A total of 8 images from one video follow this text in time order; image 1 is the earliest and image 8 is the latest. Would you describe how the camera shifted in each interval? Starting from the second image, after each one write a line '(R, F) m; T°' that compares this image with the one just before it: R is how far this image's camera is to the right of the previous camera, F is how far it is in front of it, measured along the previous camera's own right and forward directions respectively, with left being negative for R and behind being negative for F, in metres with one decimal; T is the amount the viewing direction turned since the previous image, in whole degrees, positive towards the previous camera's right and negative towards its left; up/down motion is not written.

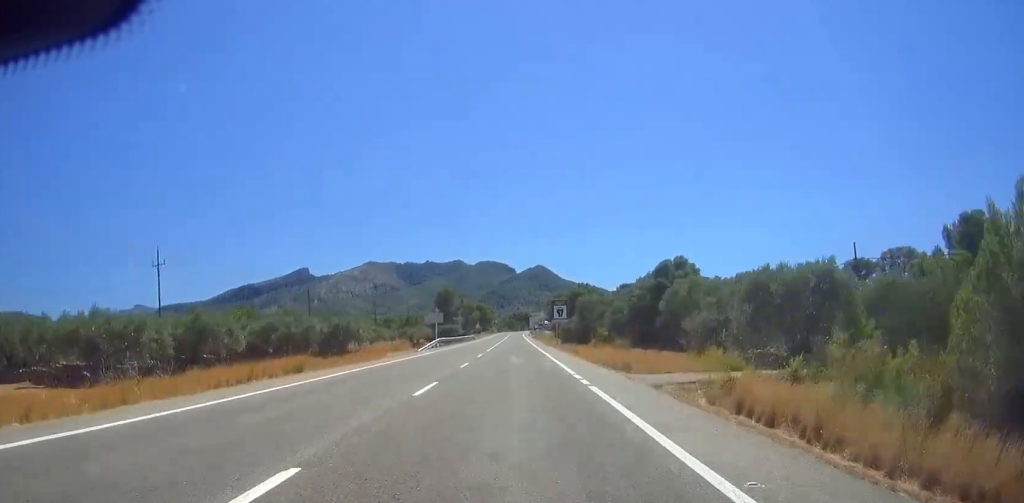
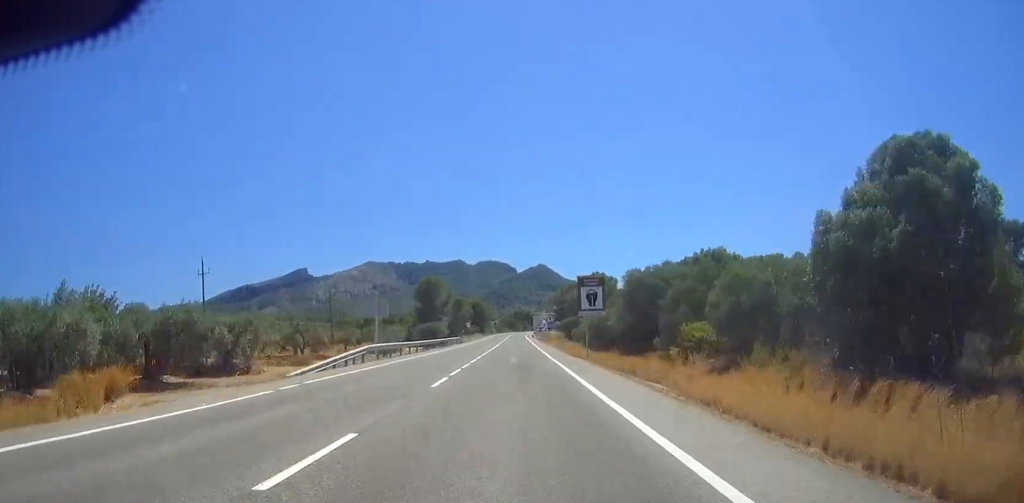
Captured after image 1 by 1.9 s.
(0.0, +34.5) m; 0°
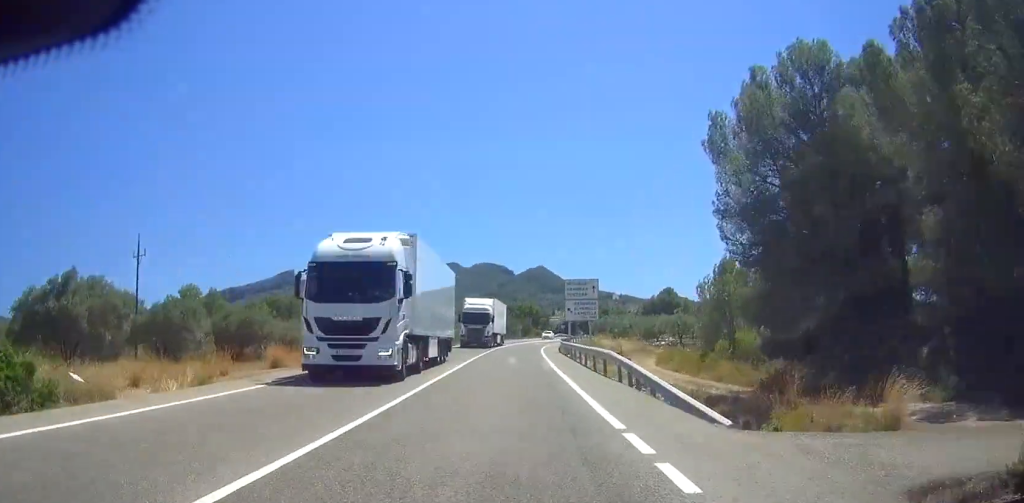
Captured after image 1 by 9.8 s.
(+0.5, +138.9) m; +2°
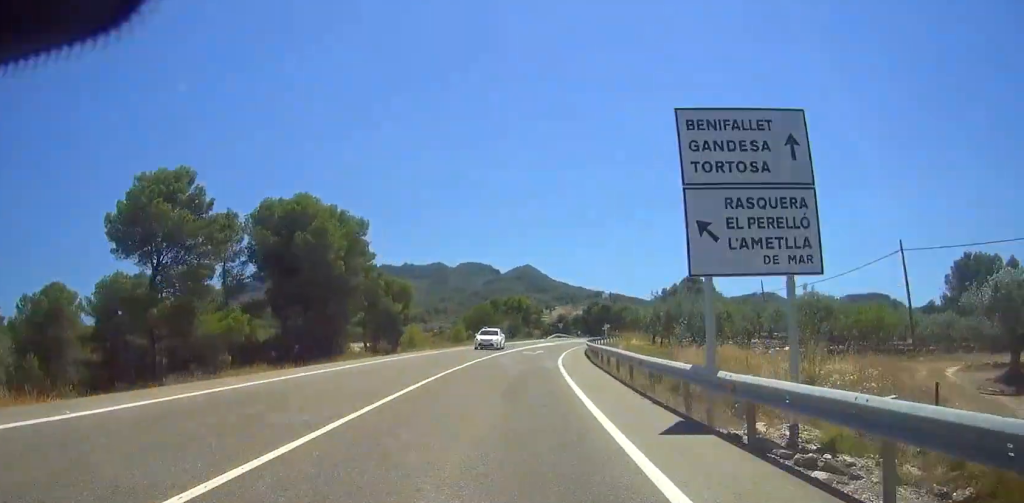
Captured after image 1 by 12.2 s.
(+0.4, +40.9) m; +3°
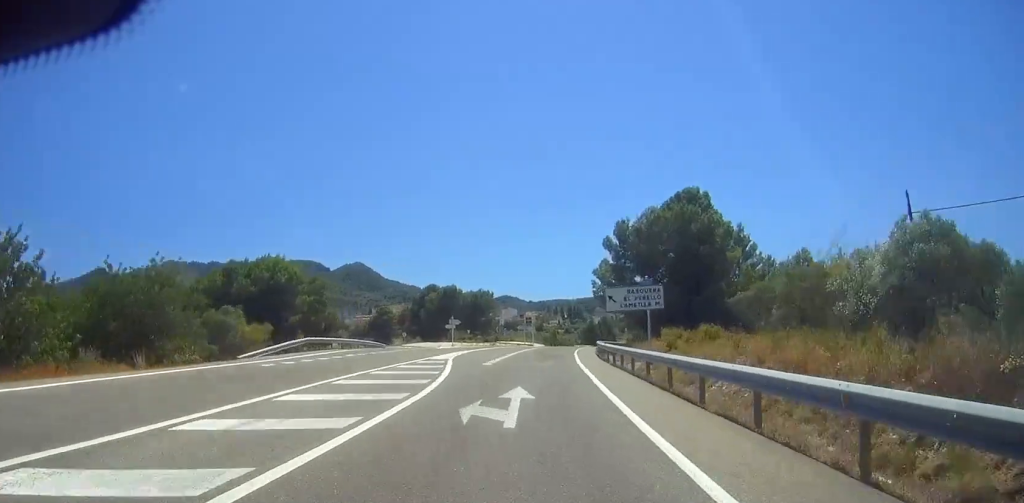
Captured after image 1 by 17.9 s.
(+7.4, +90.6) m; +9°
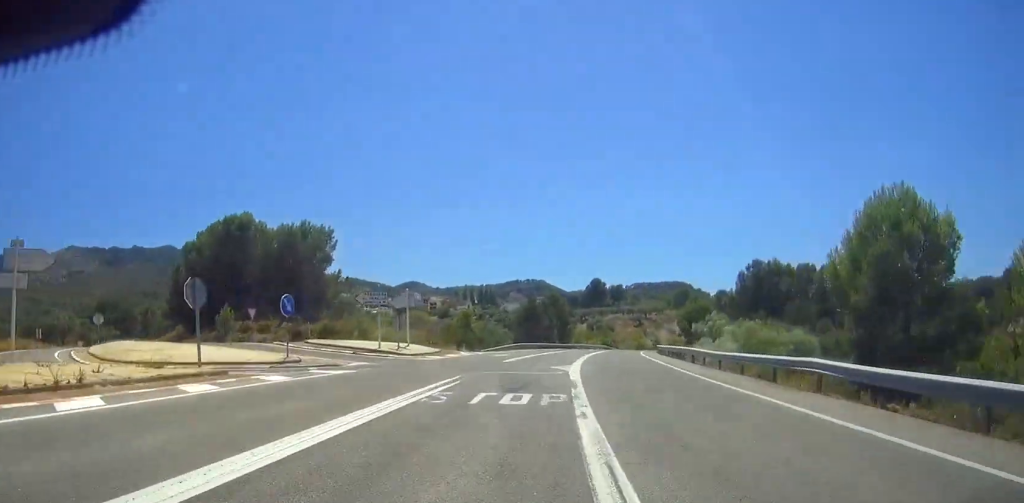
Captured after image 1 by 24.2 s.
(+1.9, +81.7) m; -5°
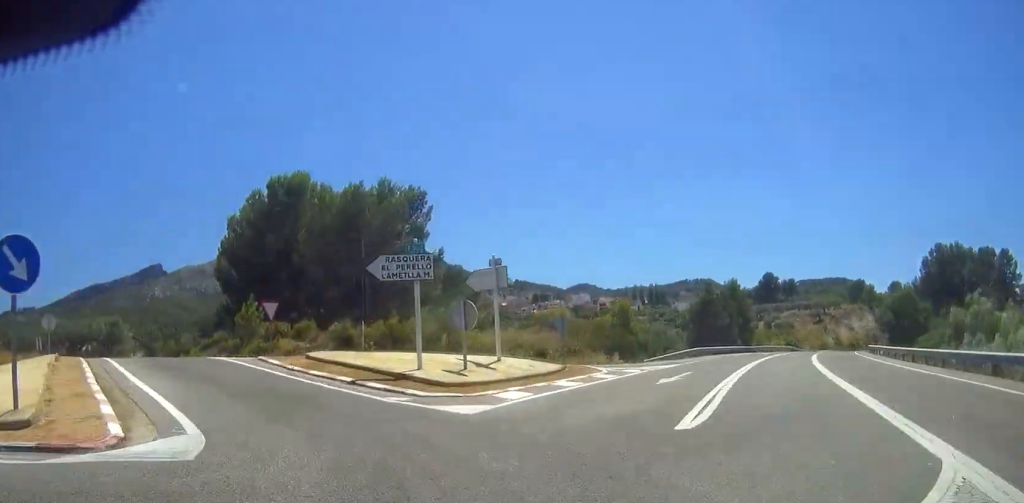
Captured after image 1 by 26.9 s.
(+1.2, +30.7) m; -13°
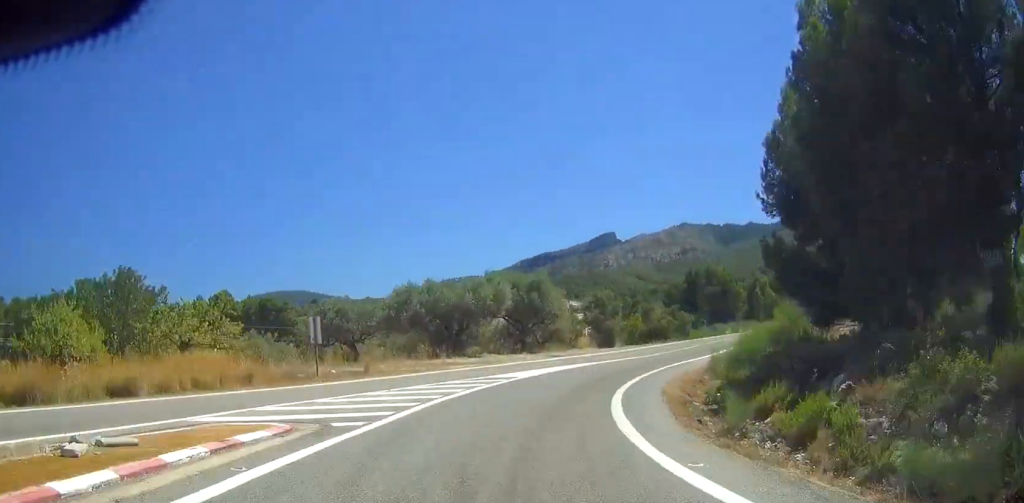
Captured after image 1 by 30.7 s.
(-11.2, +41.7) m; -7°
